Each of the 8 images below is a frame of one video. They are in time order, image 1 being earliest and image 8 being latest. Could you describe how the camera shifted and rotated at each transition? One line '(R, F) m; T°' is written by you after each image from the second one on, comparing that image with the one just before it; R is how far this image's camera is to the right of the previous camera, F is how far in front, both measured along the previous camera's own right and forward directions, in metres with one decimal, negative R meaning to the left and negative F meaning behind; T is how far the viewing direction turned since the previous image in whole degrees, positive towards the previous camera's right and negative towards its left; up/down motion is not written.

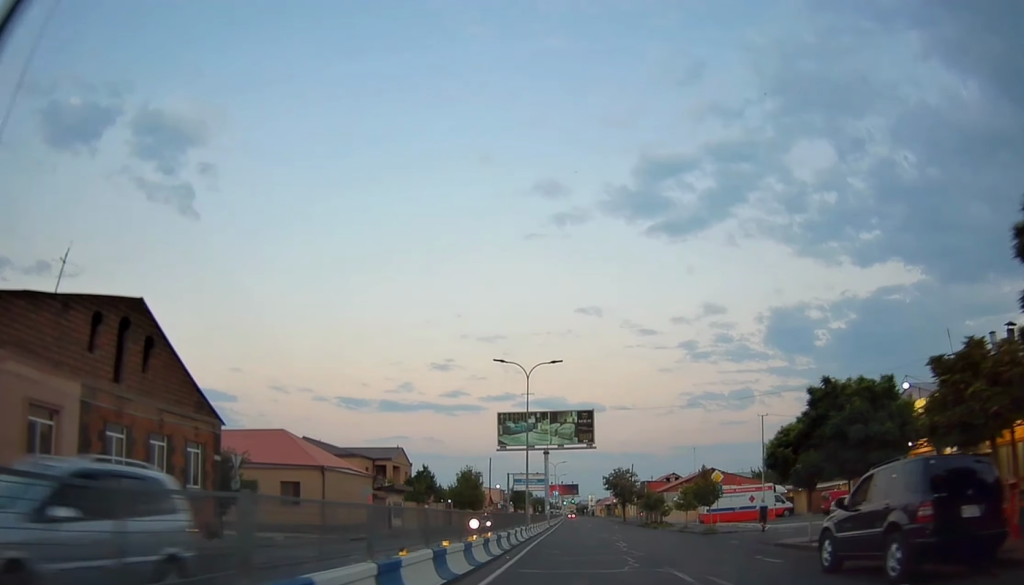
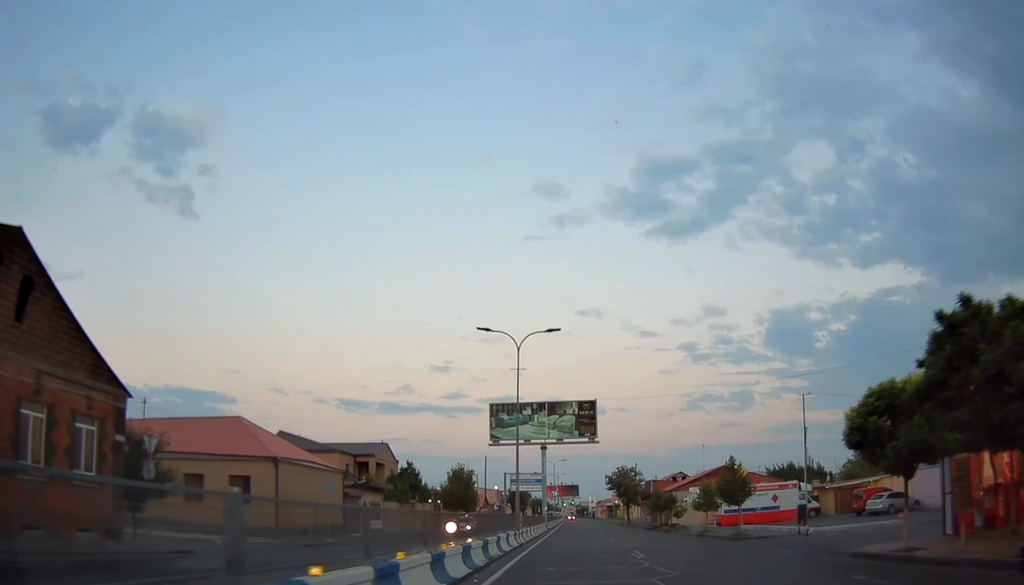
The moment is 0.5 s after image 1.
(-0.2, +6.4) m; 0°
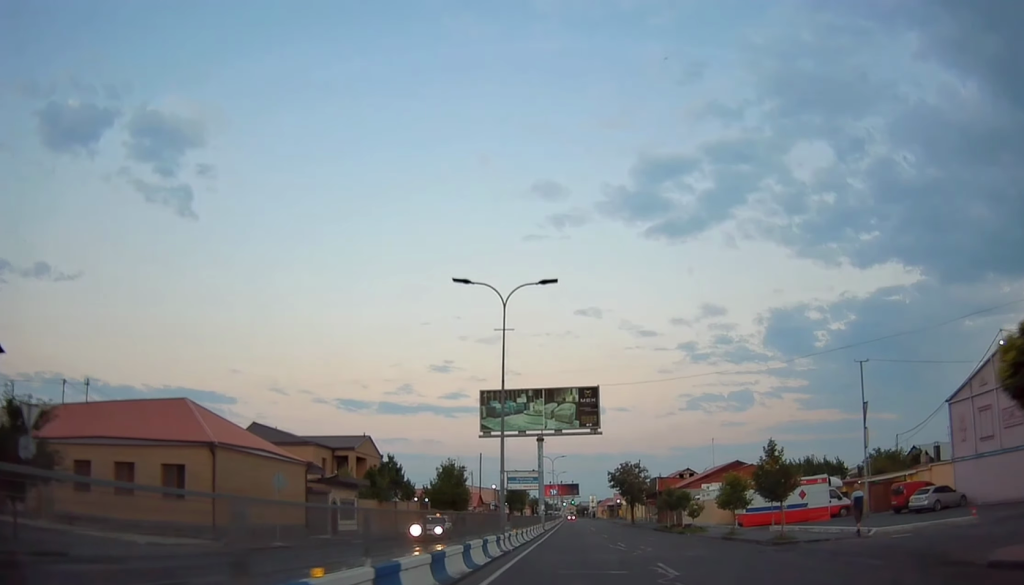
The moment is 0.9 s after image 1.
(+0.2, +6.1) m; +1°
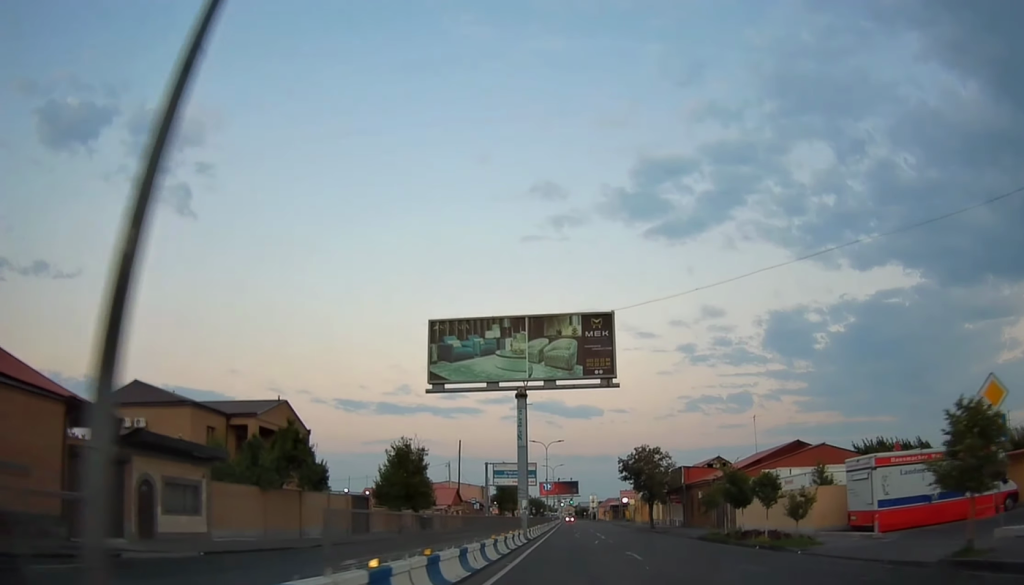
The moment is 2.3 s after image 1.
(+0.4, +18.9) m; 0°
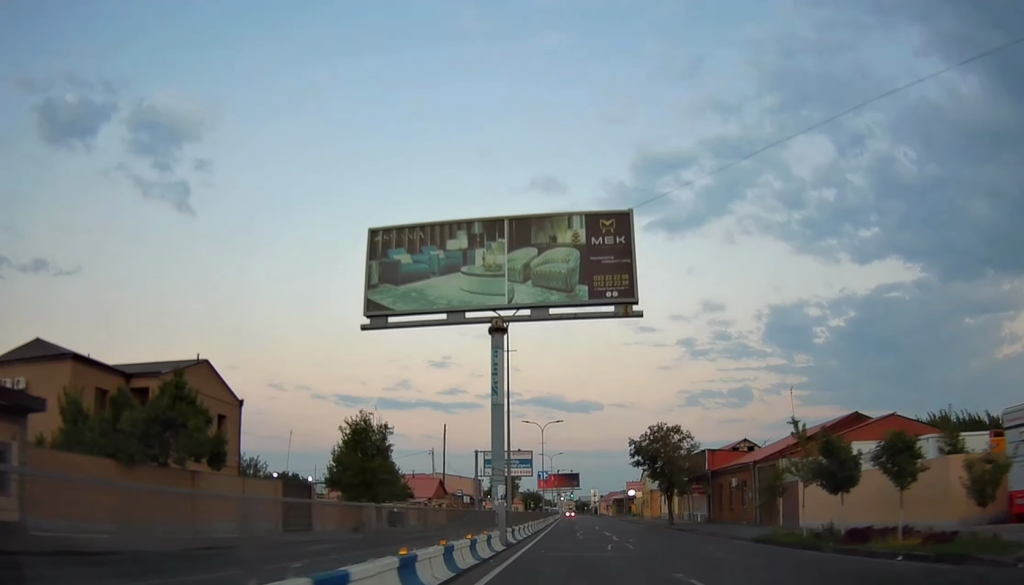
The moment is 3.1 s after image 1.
(-0.2, +10.7) m; 0°
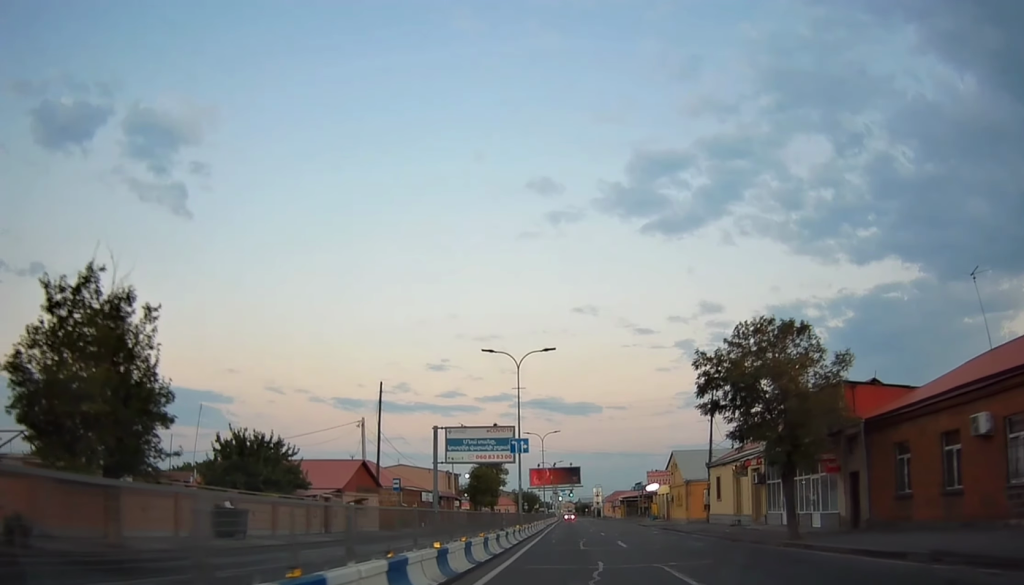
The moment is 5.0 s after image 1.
(+0.1, +27.0) m; 0°
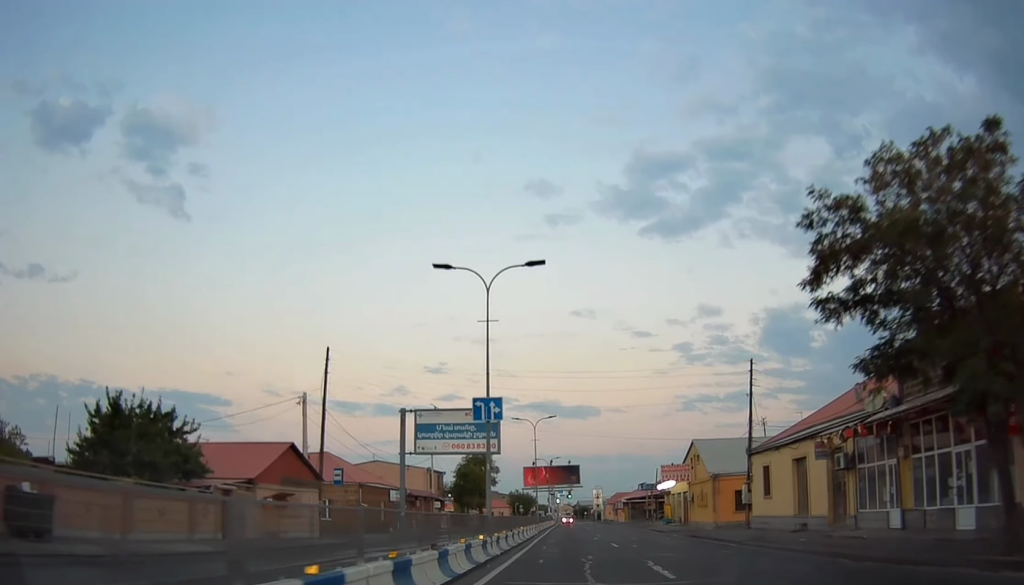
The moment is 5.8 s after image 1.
(-0.2, +12.0) m; 0°
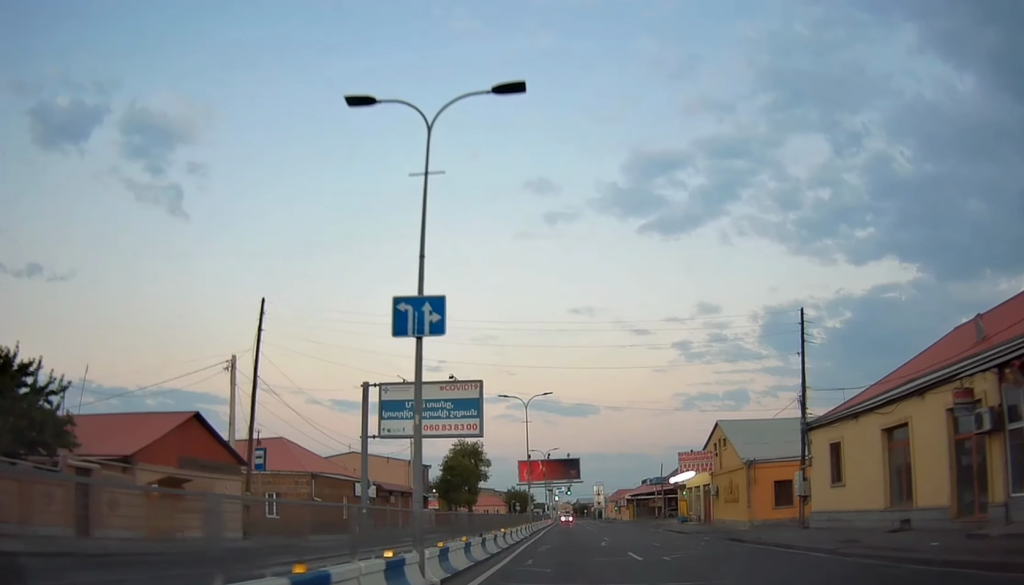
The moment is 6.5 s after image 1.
(+0.4, +9.5) m; 0°
